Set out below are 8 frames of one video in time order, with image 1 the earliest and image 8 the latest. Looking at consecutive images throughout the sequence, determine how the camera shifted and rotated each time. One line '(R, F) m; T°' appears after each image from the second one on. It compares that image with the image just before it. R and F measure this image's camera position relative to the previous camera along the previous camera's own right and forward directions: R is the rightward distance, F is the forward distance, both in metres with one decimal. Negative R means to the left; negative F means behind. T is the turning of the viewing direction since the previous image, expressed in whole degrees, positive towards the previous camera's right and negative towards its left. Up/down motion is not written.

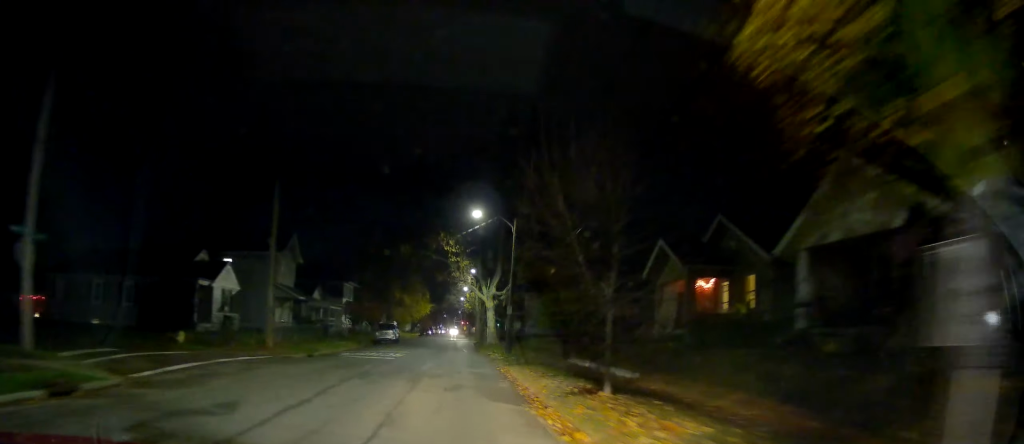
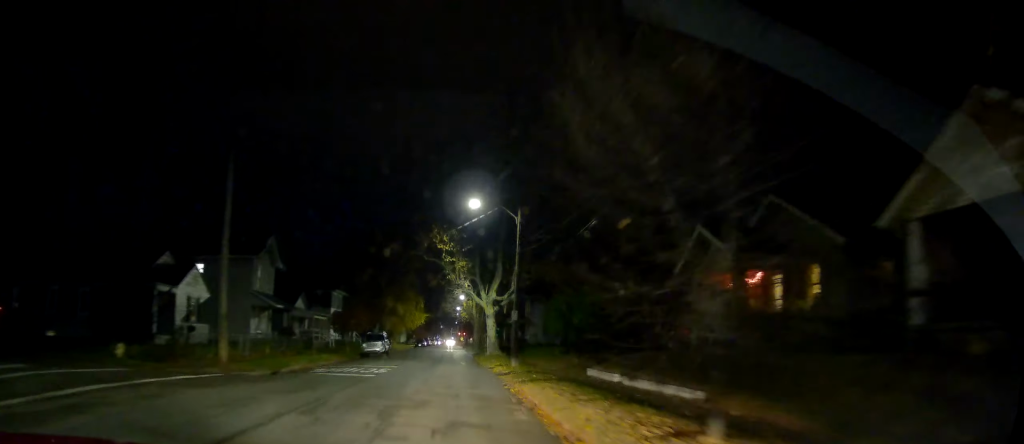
(0.0, +5.1) m; 0°
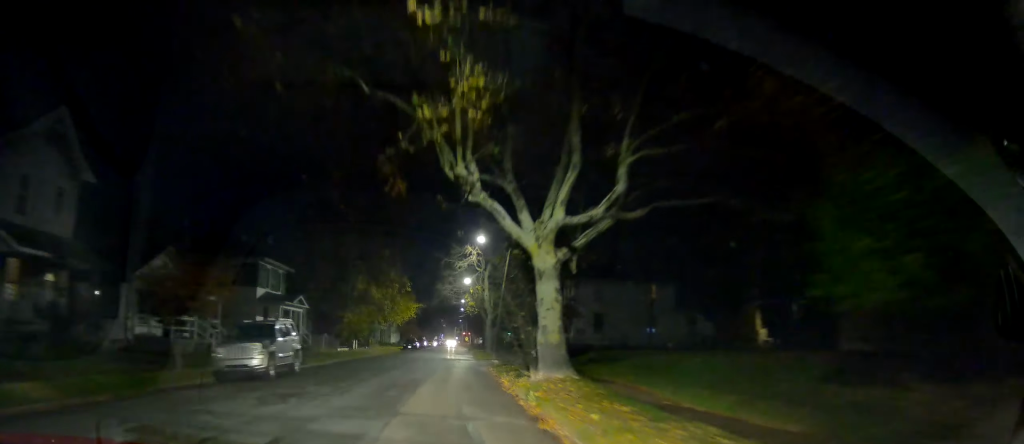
(0.0, +27.3) m; -1°
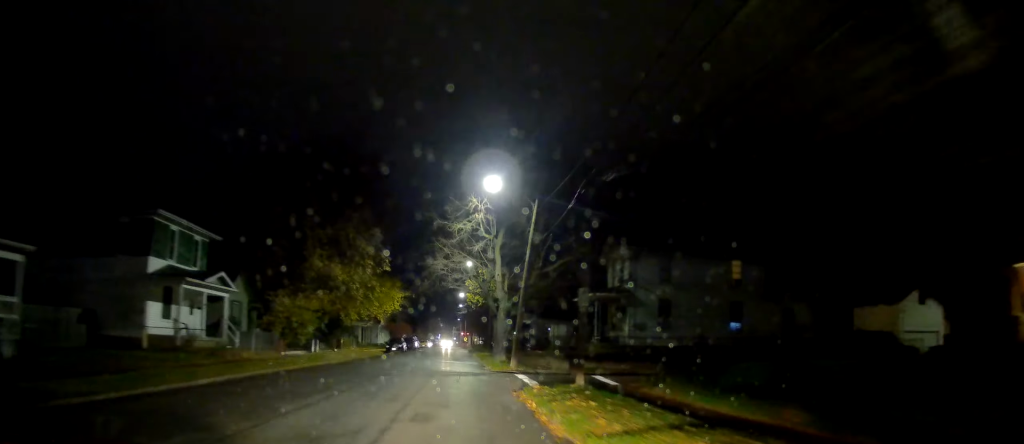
(+0.3, +15.8) m; +3°
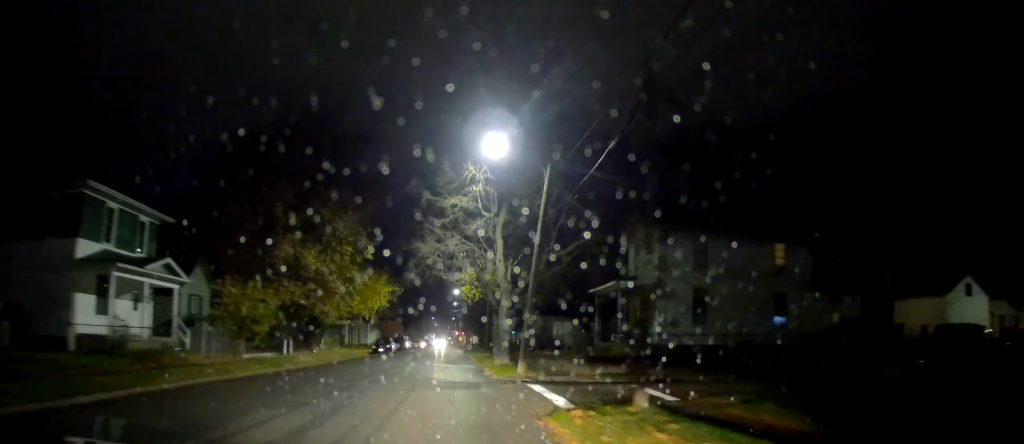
(+0.1, +5.6) m; +1°
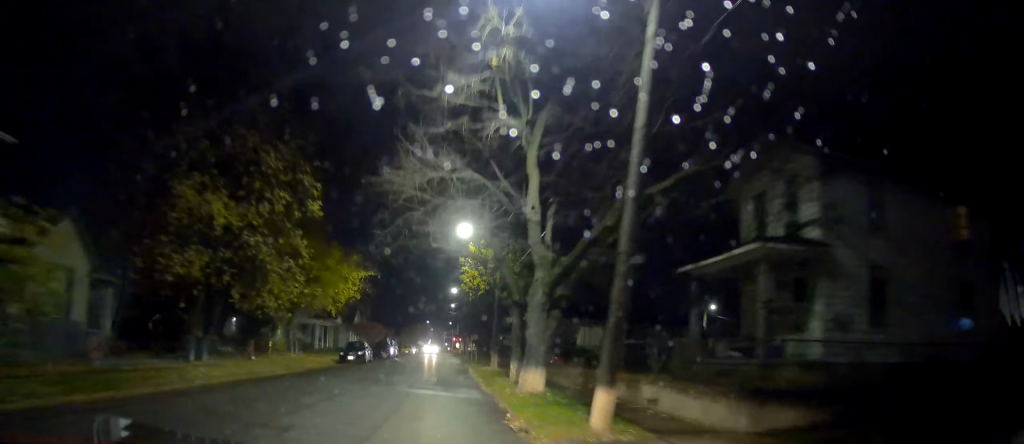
(0.0, +13.2) m; -1°
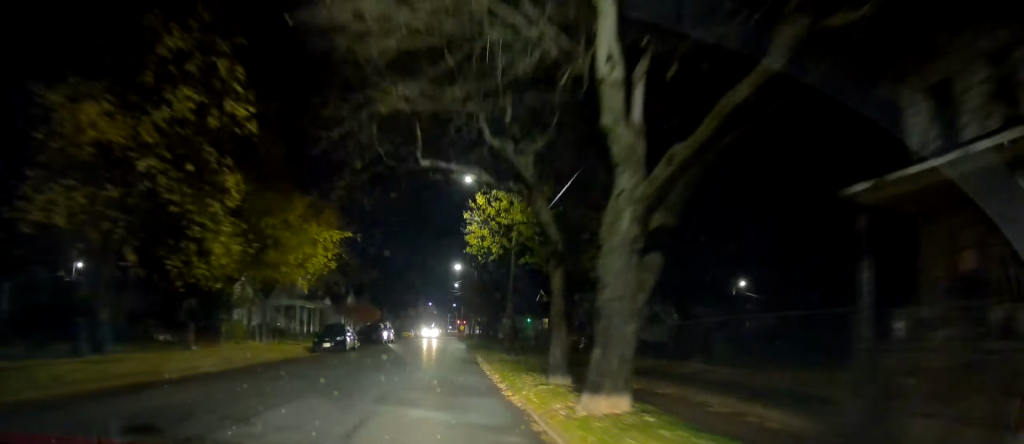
(-0.2, +8.0) m; 0°
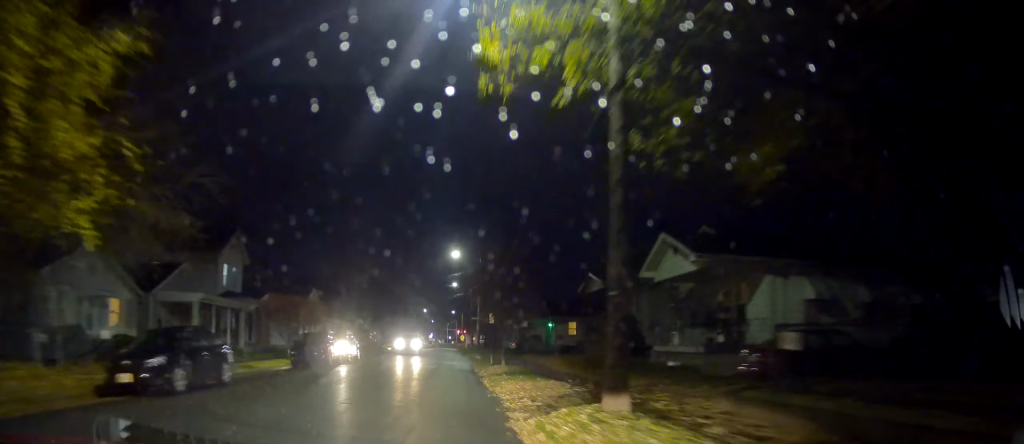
(-0.2, +18.6) m; -2°
